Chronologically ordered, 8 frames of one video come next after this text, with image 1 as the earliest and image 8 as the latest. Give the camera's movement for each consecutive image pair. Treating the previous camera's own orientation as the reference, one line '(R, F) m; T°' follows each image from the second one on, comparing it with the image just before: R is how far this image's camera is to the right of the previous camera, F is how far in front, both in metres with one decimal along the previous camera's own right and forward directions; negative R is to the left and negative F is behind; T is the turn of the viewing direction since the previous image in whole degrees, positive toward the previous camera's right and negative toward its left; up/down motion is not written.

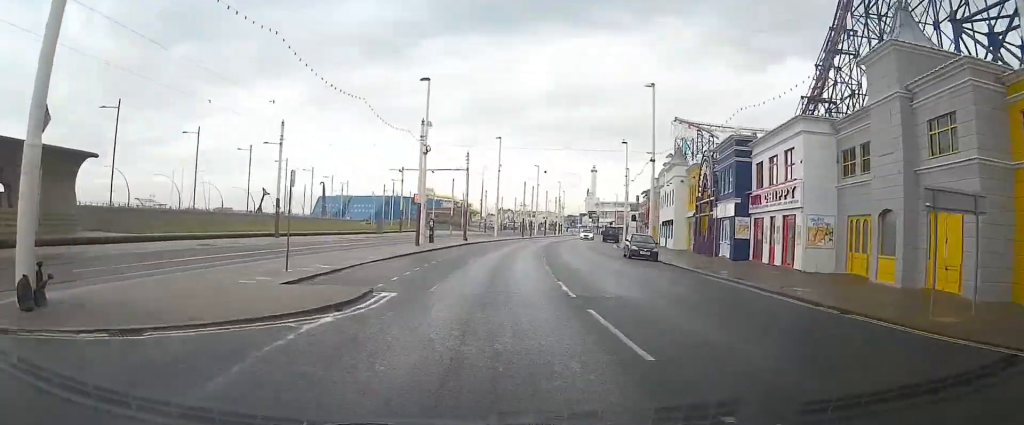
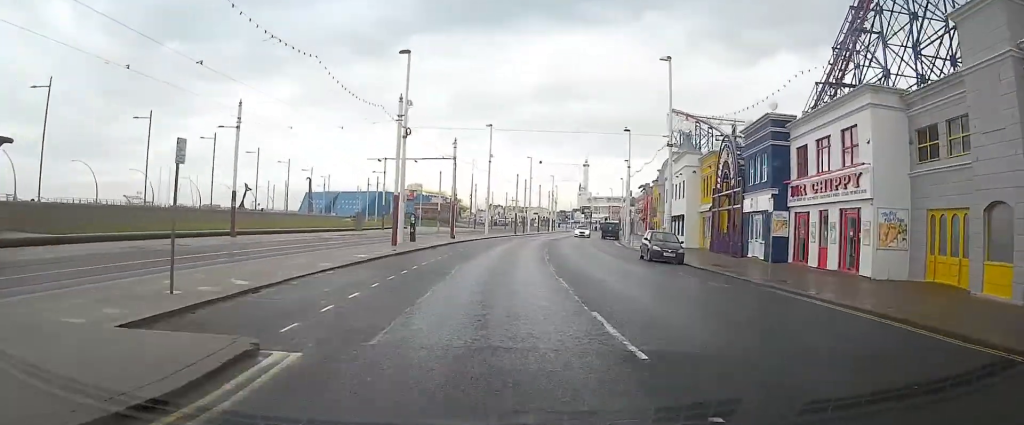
(0.0, +6.0) m; +1°
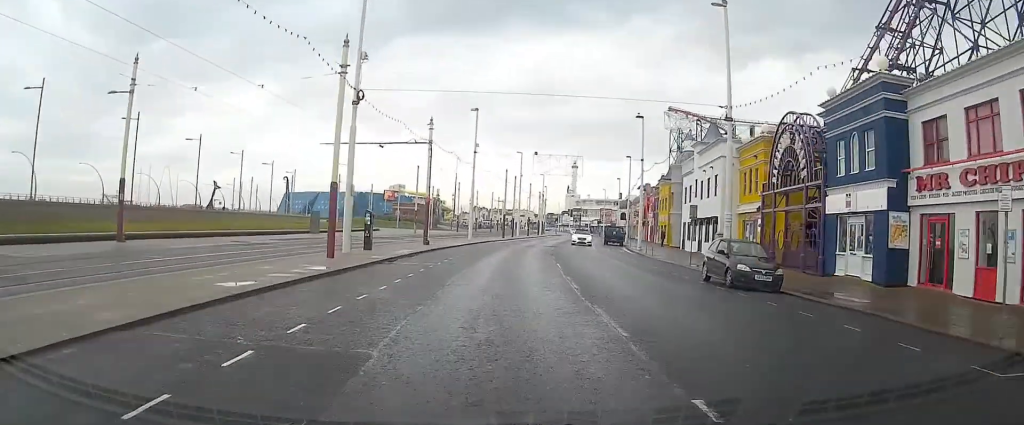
(+0.2, +10.7) m; +3°
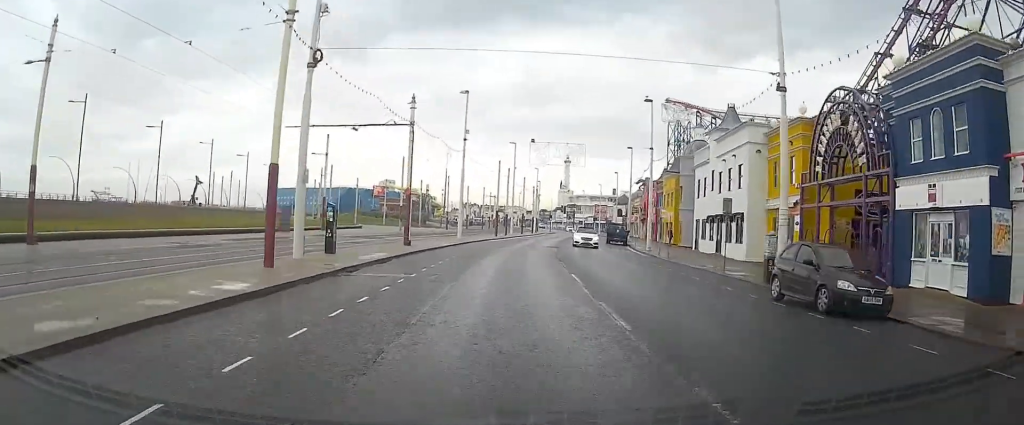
(0.0, +5.5) m; +1°
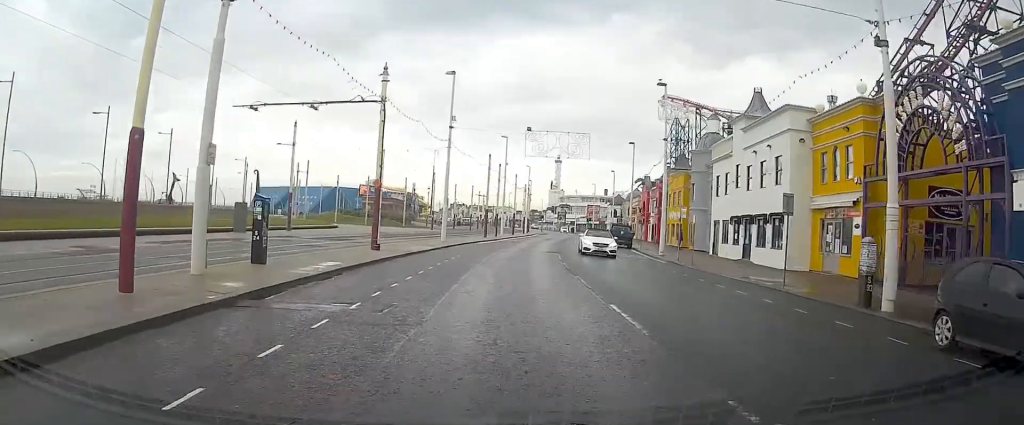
(+0.2, +6.4) m; +1°
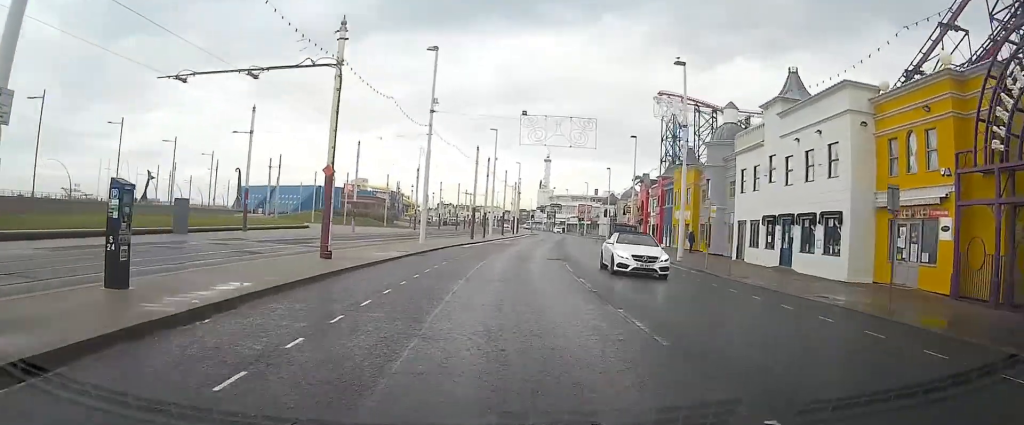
(+0.1, +6.4) m; +1°
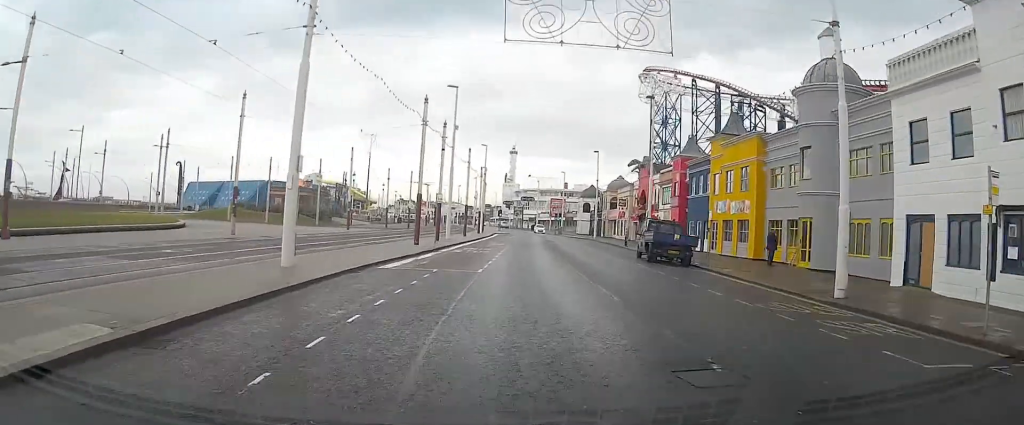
(+0.4, +19.3) m; +3°
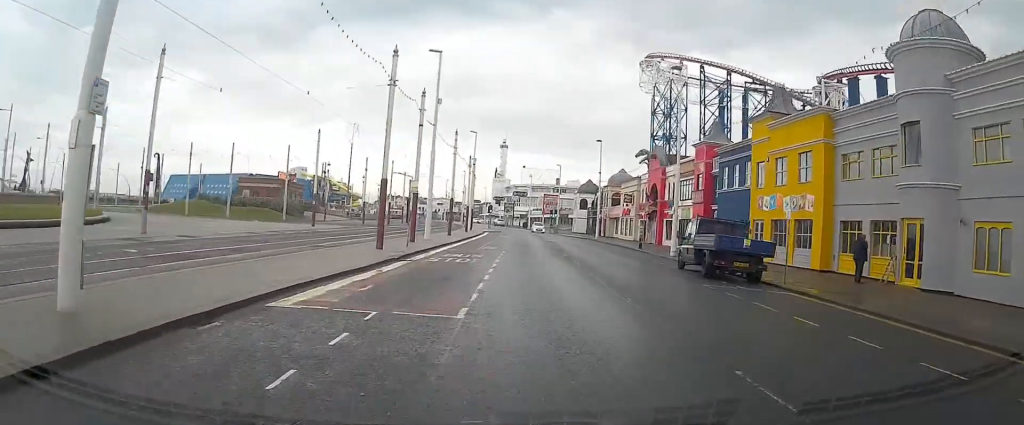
(+0.1, +8.6) m; +1°
